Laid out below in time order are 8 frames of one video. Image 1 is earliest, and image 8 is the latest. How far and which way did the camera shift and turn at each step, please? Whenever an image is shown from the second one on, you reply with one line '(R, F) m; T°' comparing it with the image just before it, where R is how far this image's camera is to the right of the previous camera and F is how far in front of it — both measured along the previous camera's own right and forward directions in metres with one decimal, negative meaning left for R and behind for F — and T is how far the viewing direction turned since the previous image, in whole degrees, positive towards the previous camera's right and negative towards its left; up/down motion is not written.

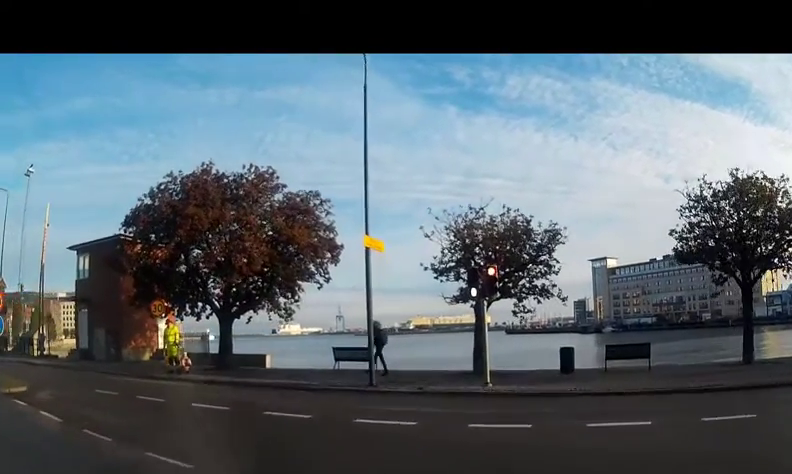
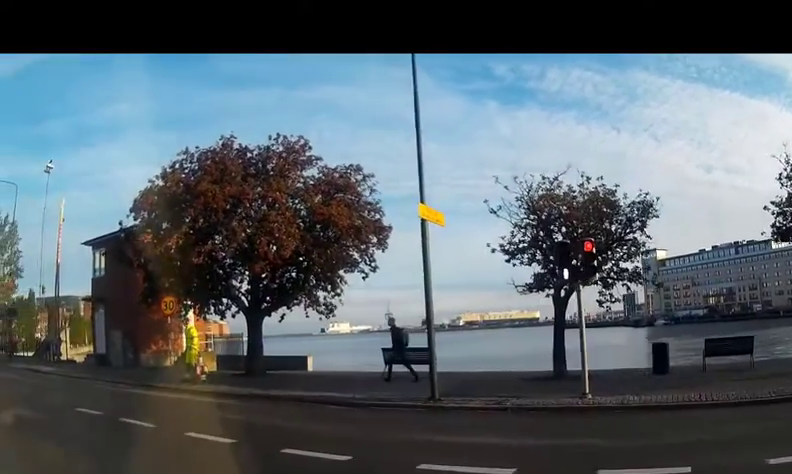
(-0.2, +3.0) m; -9°
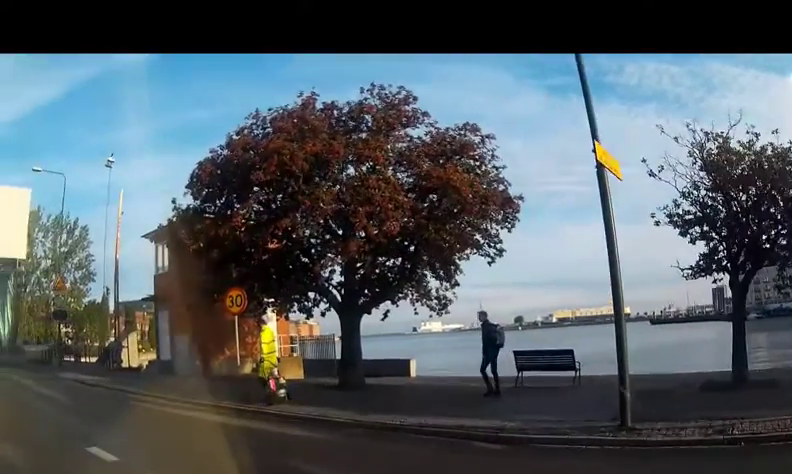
(-0.4, +3.8) m; -14°
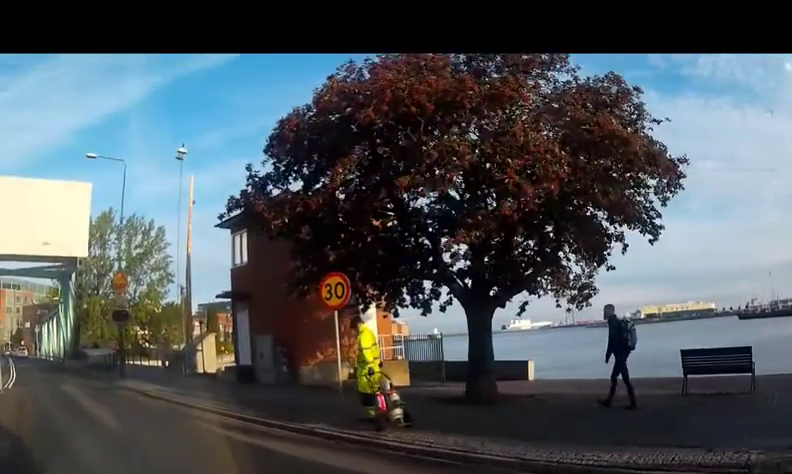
(-0.1, +3.0) m; -12°
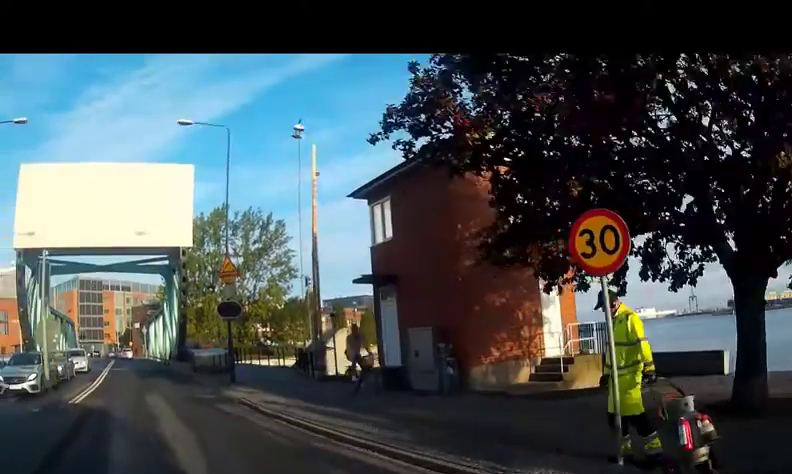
(-0.6, +3.8) m; -13°
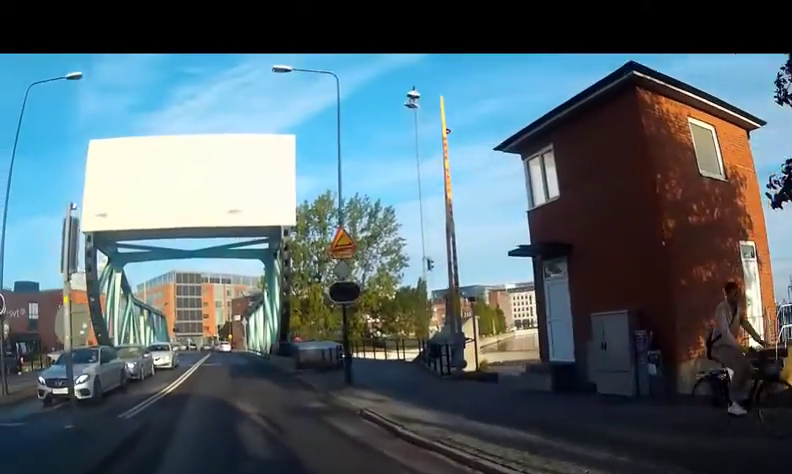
(-0.4, +3.7) m; -8°
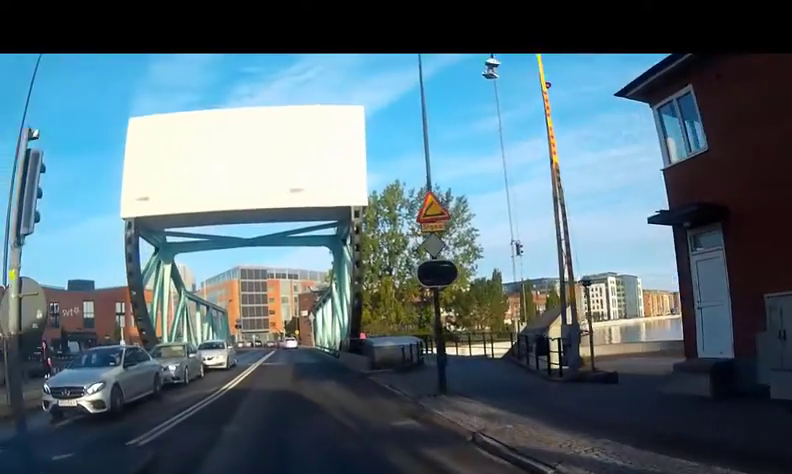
(-0.2, +3.2) m; -4°
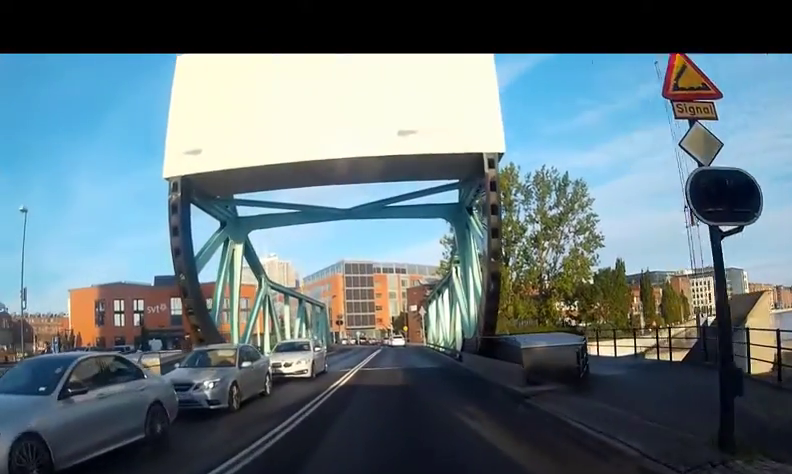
(+0.1, +6.8) m; +1°
